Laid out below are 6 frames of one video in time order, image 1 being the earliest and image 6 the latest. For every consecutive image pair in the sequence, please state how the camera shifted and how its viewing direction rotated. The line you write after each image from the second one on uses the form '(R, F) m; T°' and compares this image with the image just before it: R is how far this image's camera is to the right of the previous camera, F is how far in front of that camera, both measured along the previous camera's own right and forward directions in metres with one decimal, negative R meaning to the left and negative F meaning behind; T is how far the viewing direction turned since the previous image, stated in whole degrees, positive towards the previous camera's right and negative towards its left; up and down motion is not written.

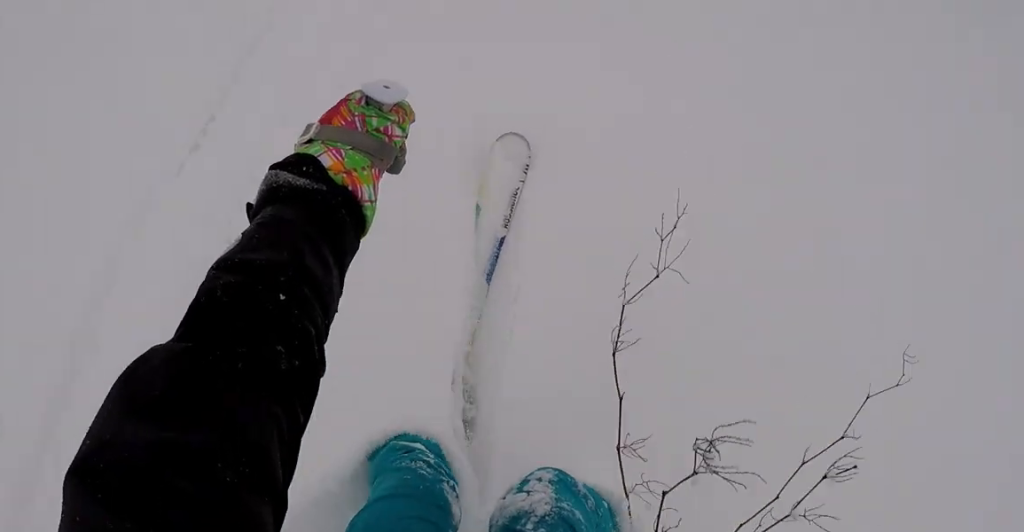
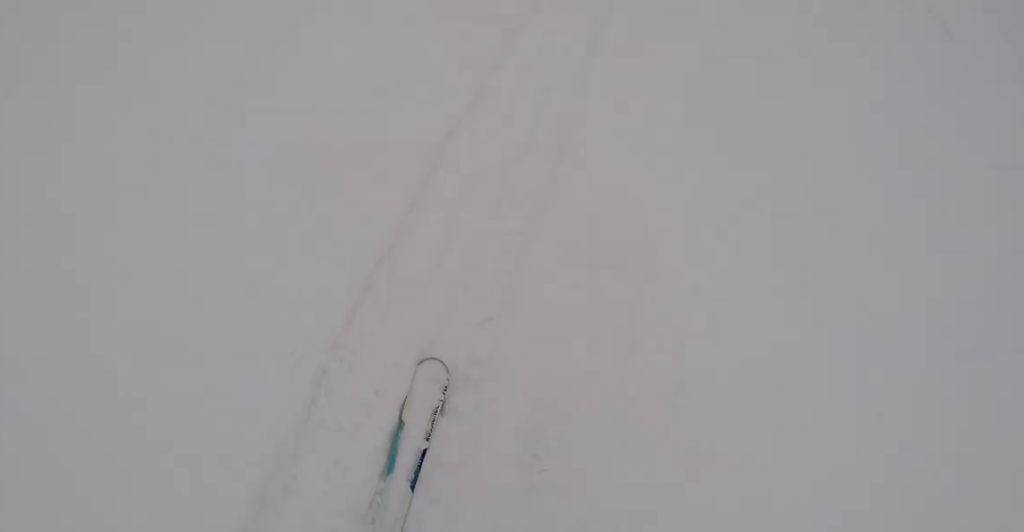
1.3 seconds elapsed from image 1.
(-0.2, +8.2) m; +5°
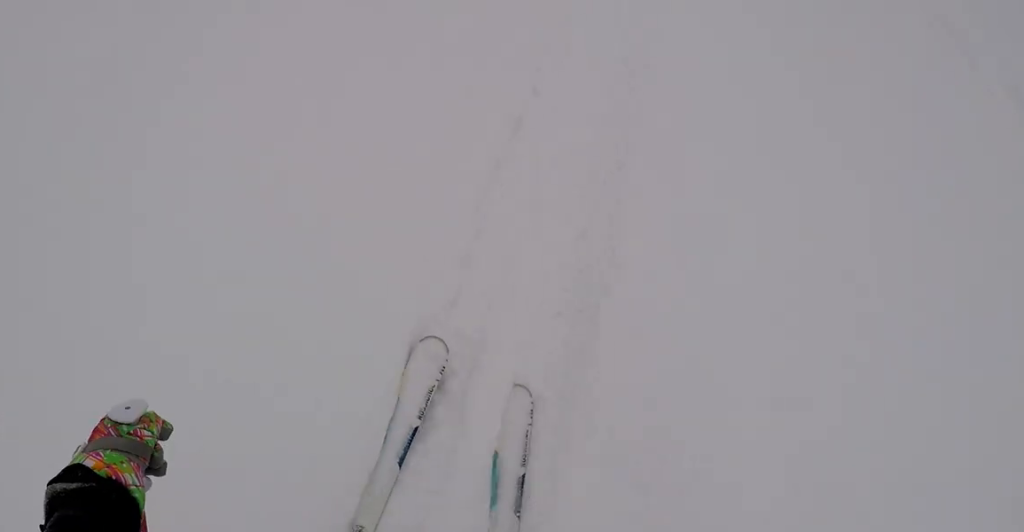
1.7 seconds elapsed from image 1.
(+0.2, +2.9) m; +4°
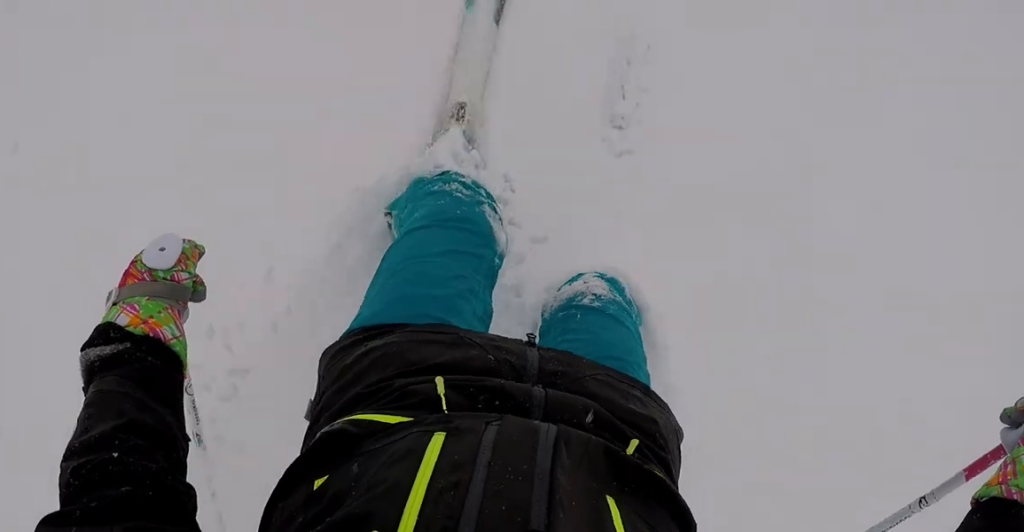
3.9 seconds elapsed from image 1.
(0.0, +14.2) m; 0°
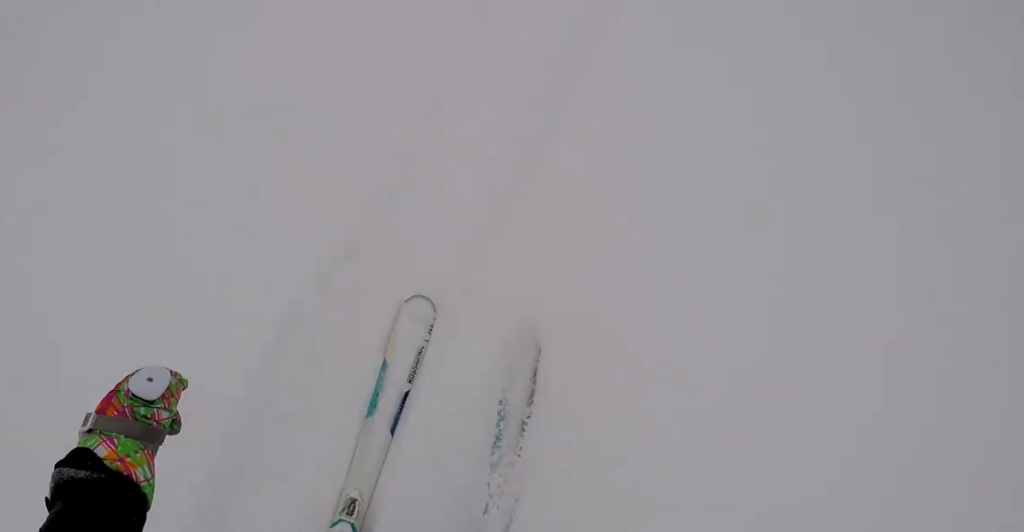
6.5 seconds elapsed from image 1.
(0.0, +16.9) m; 0°
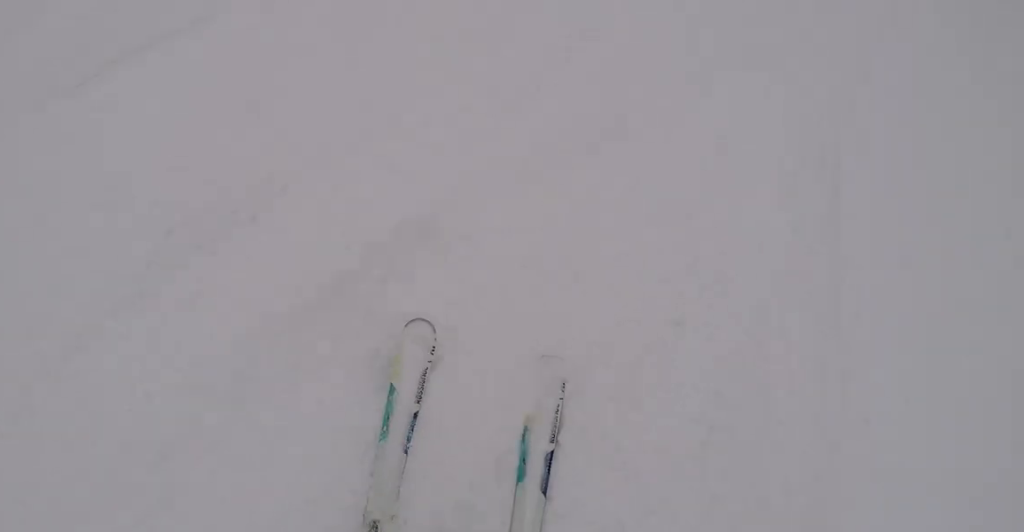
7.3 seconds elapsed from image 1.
(0.0, +5.2) m; 0°
